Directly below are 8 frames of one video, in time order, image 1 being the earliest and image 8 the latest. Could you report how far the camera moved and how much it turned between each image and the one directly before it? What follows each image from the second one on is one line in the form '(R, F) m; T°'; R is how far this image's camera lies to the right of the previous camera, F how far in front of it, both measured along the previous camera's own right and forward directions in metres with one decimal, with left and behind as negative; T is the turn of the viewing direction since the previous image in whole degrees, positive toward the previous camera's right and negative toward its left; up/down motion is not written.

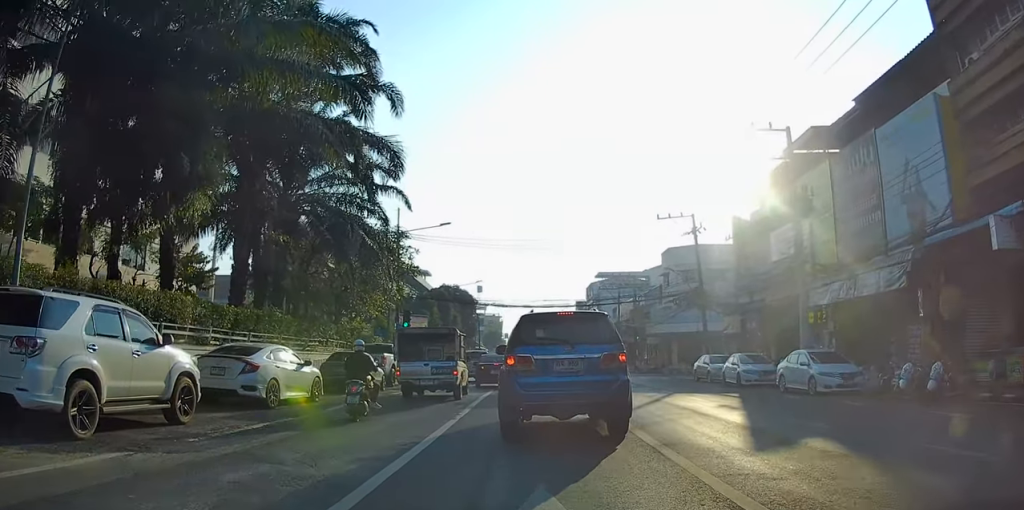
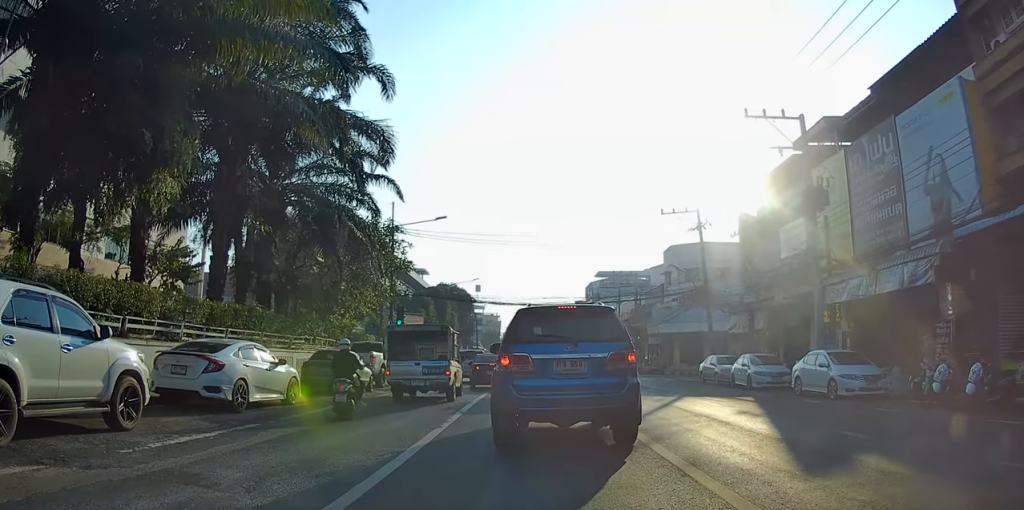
(+0.1, +1.7) m; +4°
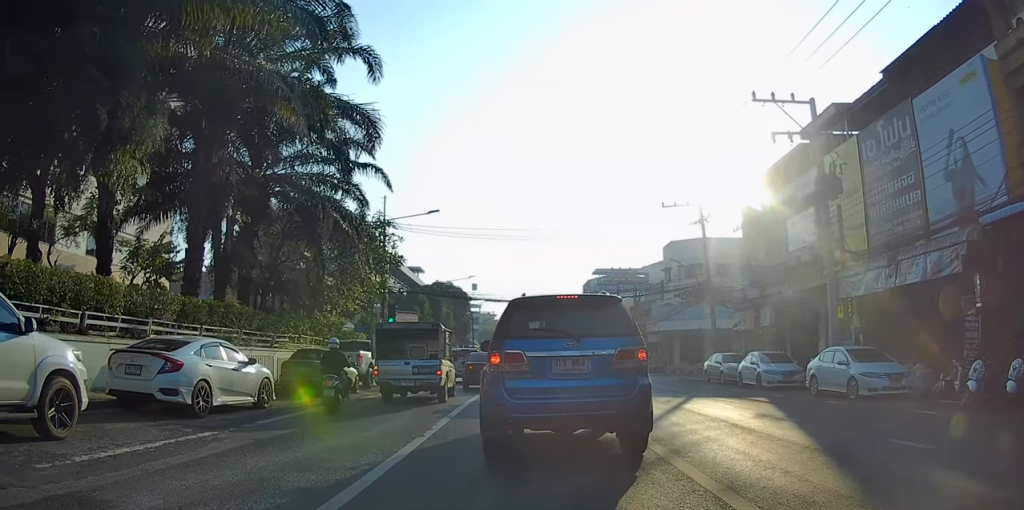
(+0.1, +1.7) m; +3°
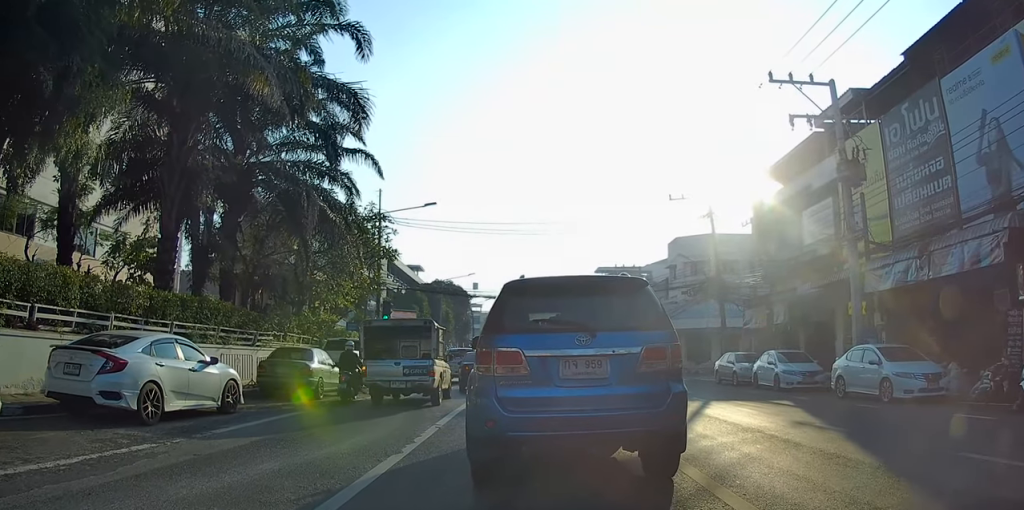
(0.0, +2.1) m; 0°
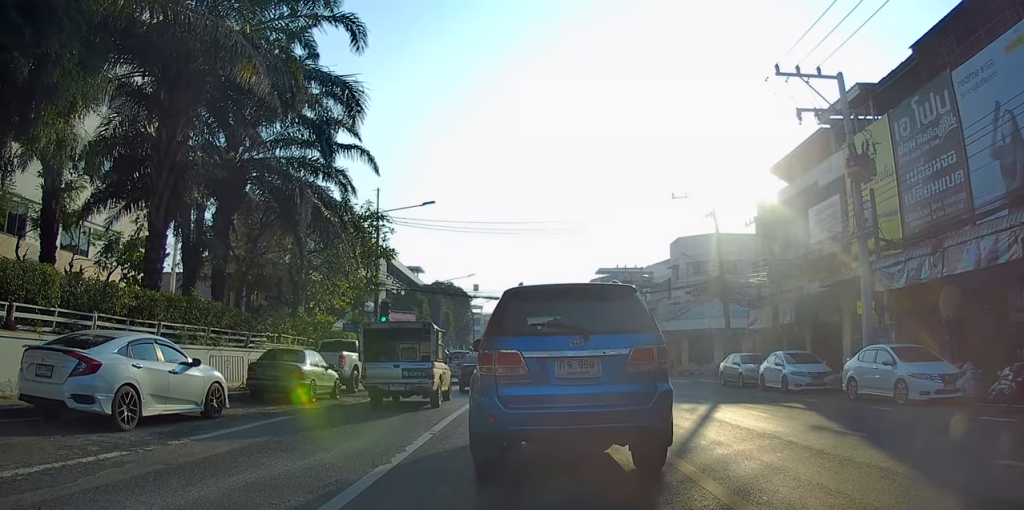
(+0.7, +0.9) m; 0°
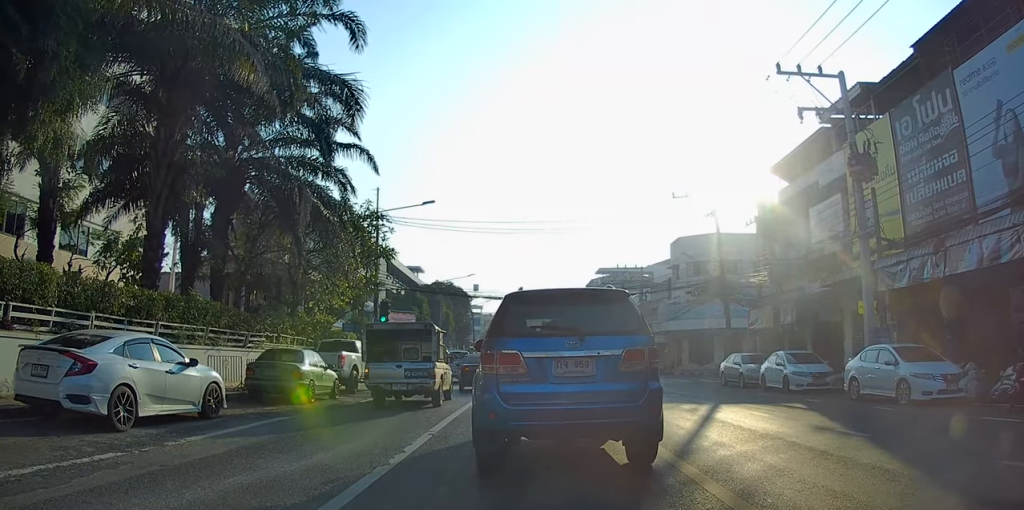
(-0.1, +0.3) m; 0°
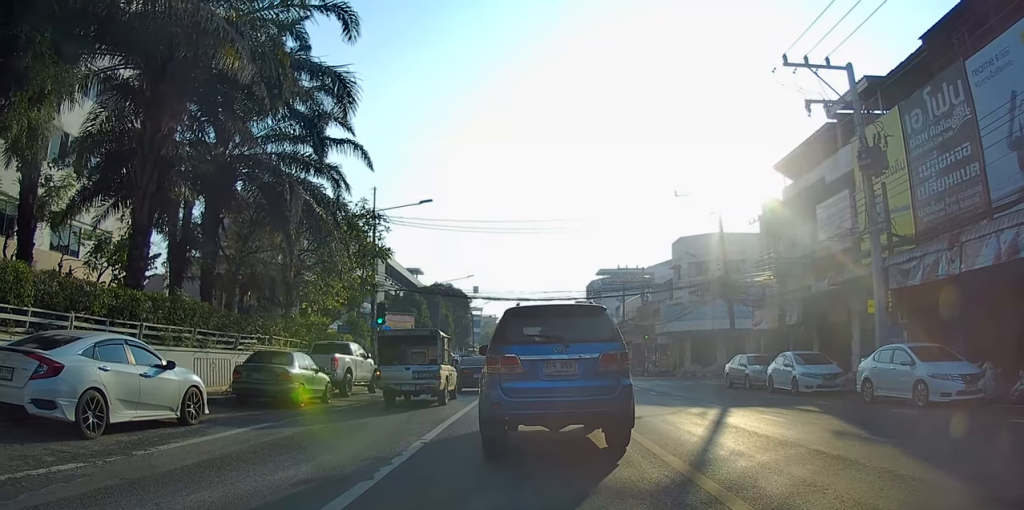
(-0.4, +1.6) m; 0°
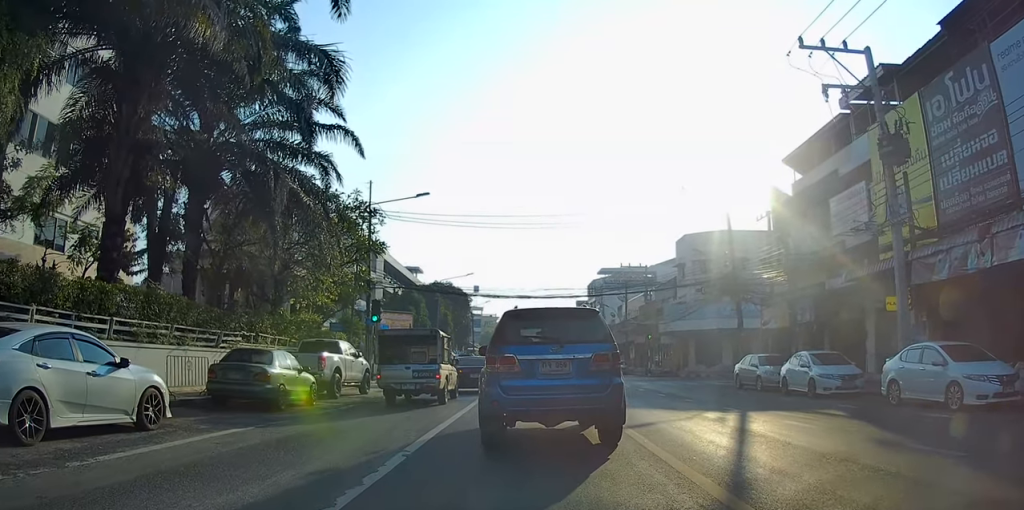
(-0.3, +1.2) m; 0°
